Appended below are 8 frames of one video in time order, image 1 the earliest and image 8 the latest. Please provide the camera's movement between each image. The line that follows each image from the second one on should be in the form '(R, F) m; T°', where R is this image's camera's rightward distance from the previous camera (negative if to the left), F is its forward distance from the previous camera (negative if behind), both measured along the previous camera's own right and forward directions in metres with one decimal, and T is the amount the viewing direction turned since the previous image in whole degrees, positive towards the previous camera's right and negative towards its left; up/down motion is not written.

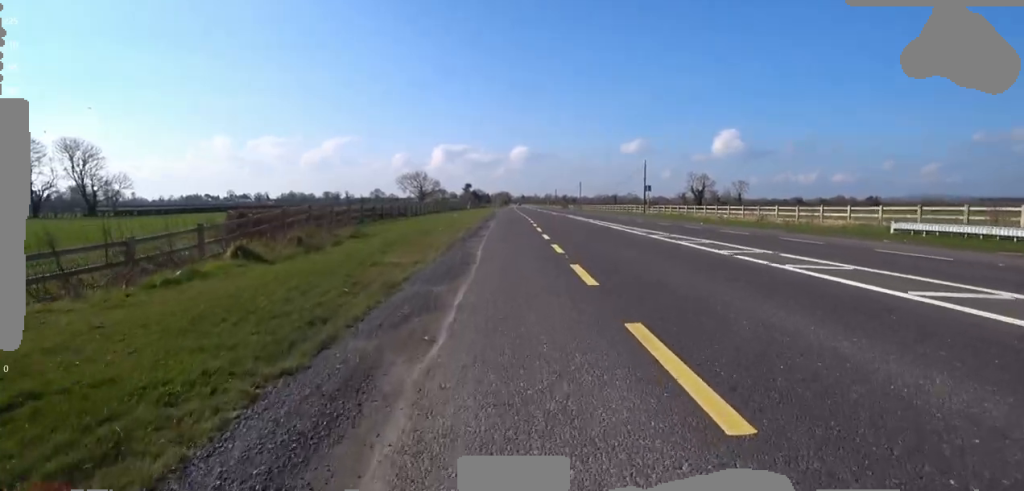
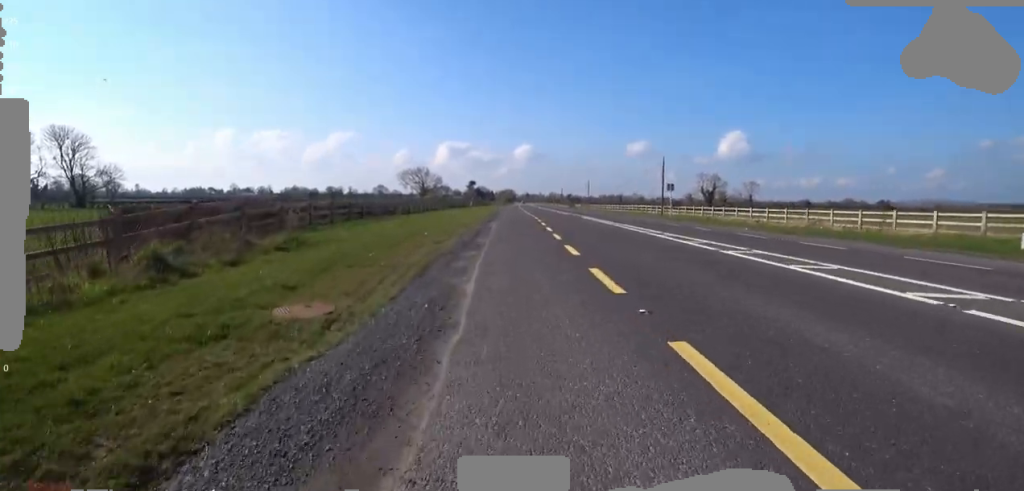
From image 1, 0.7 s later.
(0.0, +3.3) m; -1°
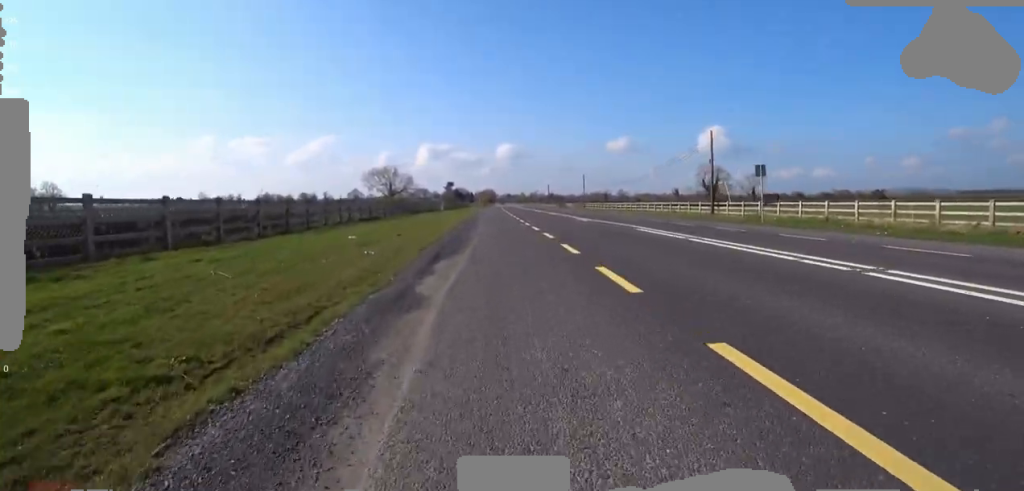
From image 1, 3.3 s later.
(-0.4, +17.4) m; -1°
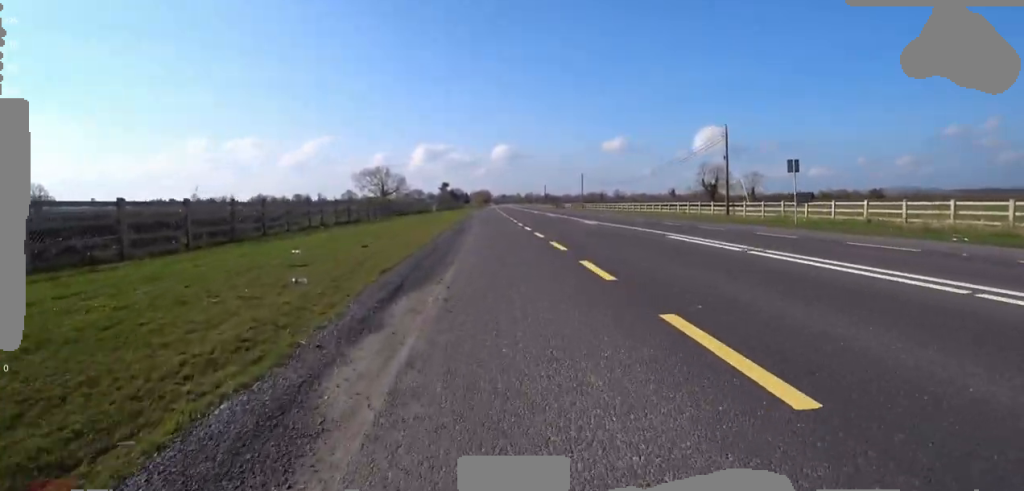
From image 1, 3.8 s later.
(0.0, +3.6) m; 0°
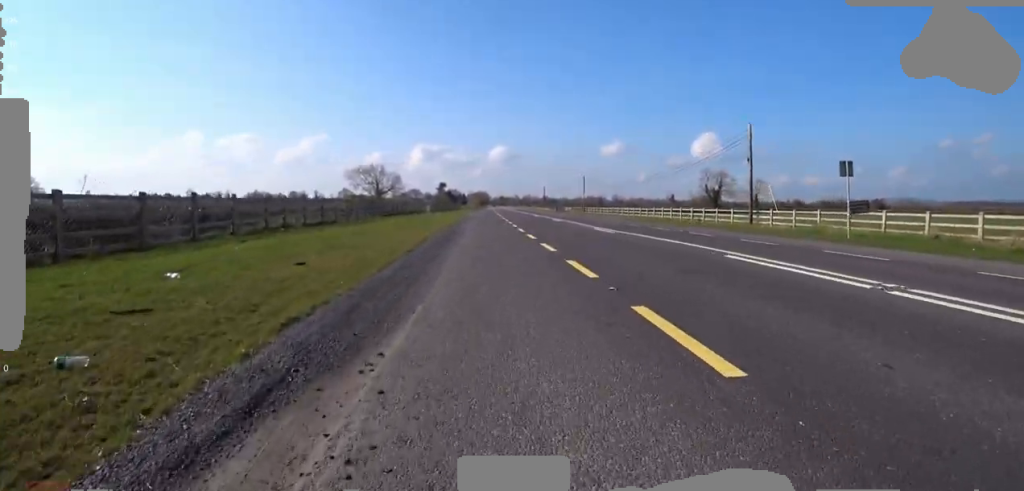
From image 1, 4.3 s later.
(0.0, +3.9) m; 0°
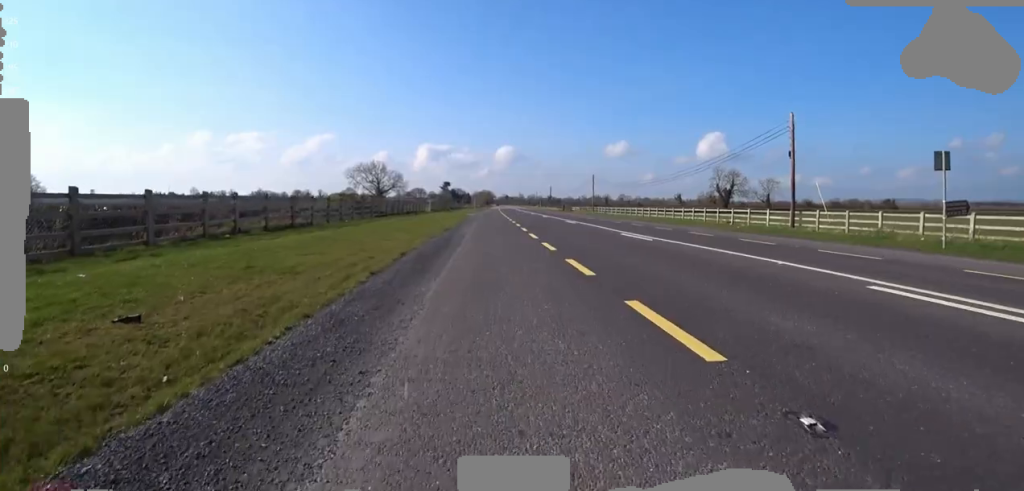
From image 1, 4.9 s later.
(0.0, +4.2) m; 0°
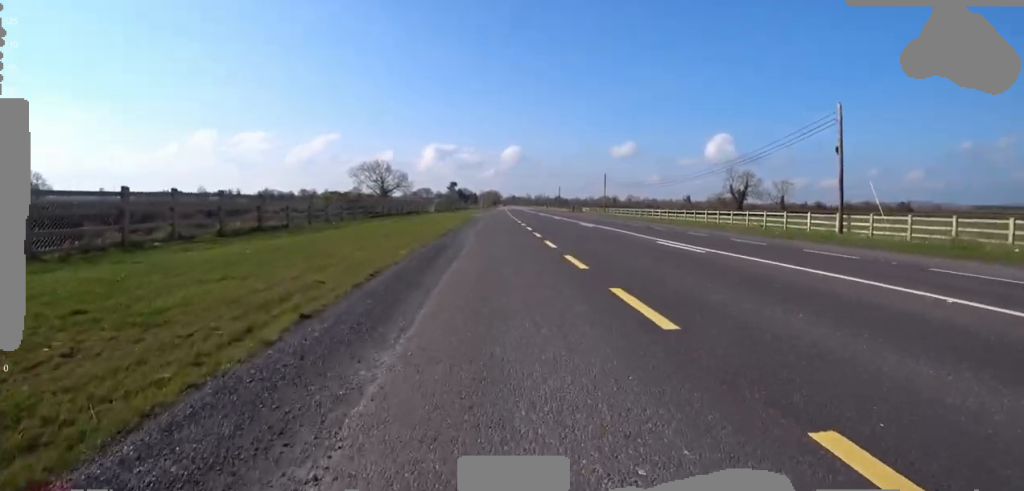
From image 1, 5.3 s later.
(0.0, +3.5) m; -3°
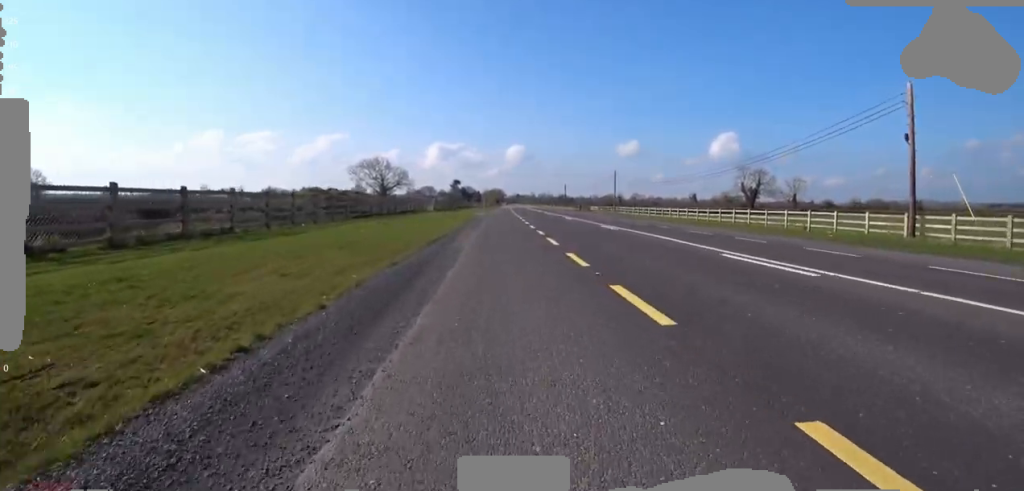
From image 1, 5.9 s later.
(+0.2, +4.4) m; -3°
